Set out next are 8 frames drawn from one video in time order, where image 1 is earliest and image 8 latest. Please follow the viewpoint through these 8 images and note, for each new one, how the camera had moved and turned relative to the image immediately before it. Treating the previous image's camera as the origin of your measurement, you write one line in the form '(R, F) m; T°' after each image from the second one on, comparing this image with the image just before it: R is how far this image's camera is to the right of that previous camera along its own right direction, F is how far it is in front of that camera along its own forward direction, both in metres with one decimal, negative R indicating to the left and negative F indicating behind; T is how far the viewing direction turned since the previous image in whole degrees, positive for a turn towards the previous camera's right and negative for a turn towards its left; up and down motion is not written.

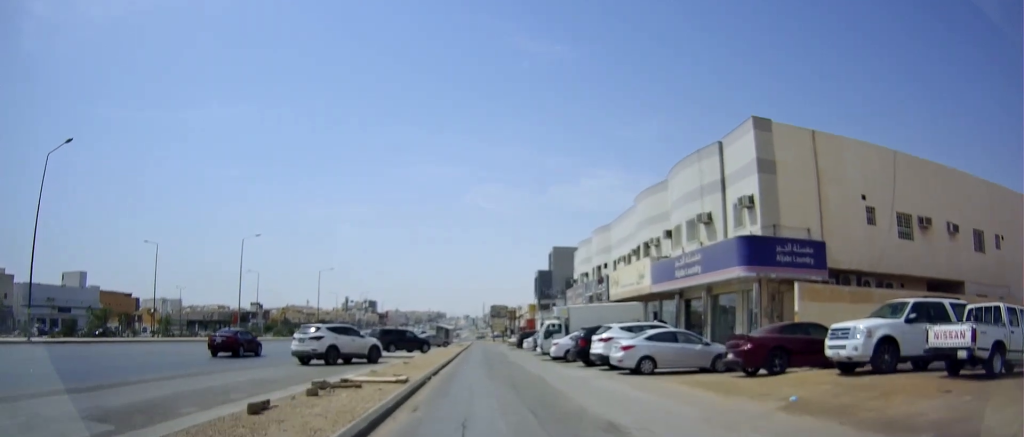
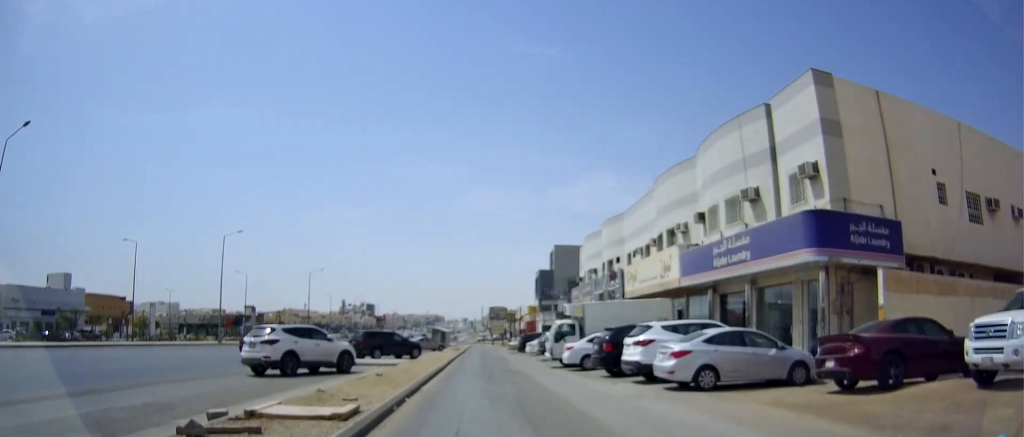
(0.0, +5.1) m; -2°
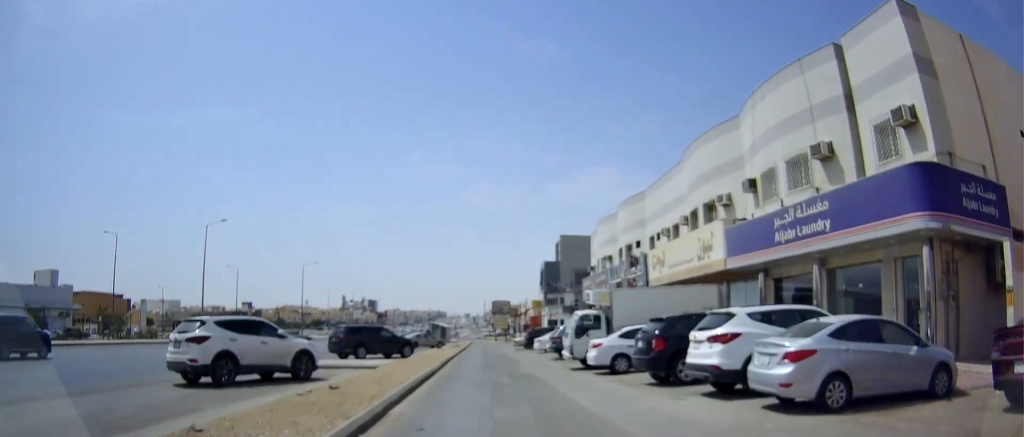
(0.0, +5.2) m; -1°
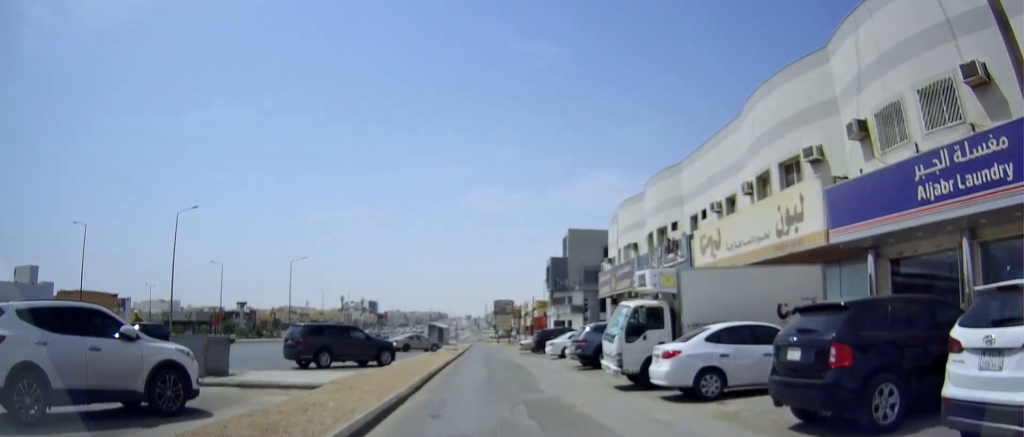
(-0.3, +7.3) m; +5°
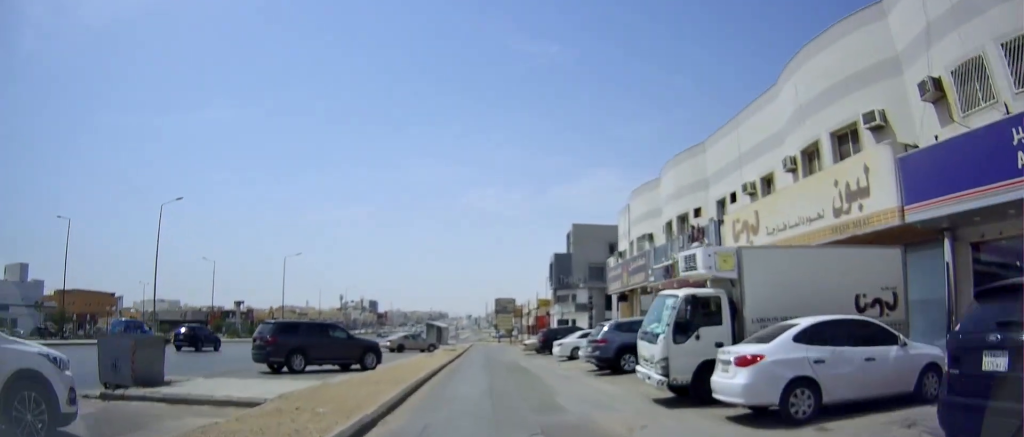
(+0.5, +3.5) m; +2°
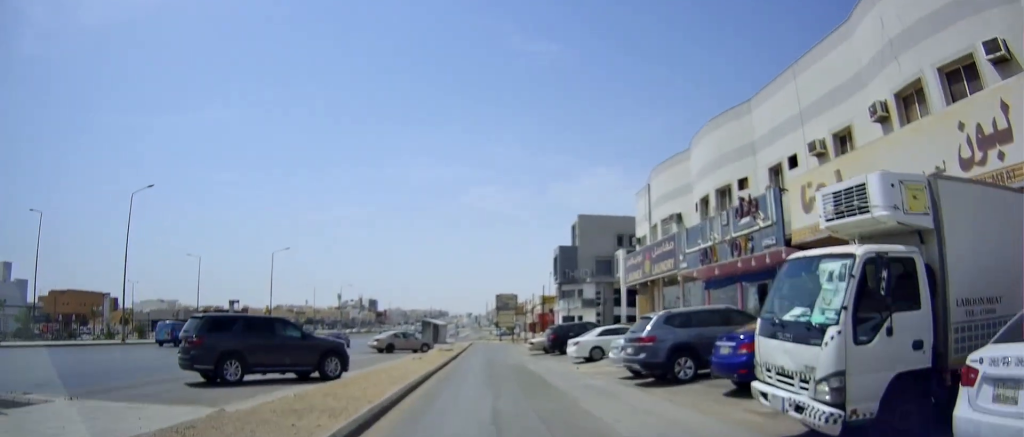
(+0.3, +5.5) m; -1°
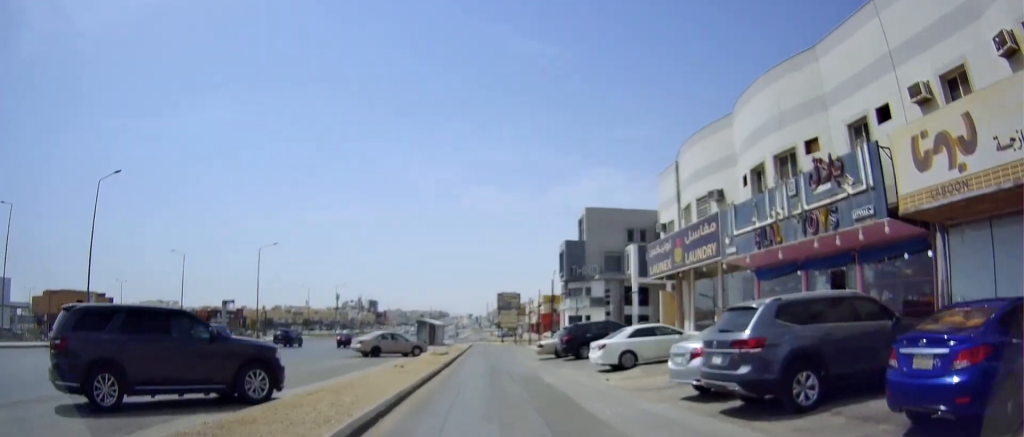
(-0.3, +5.6) m; -6°
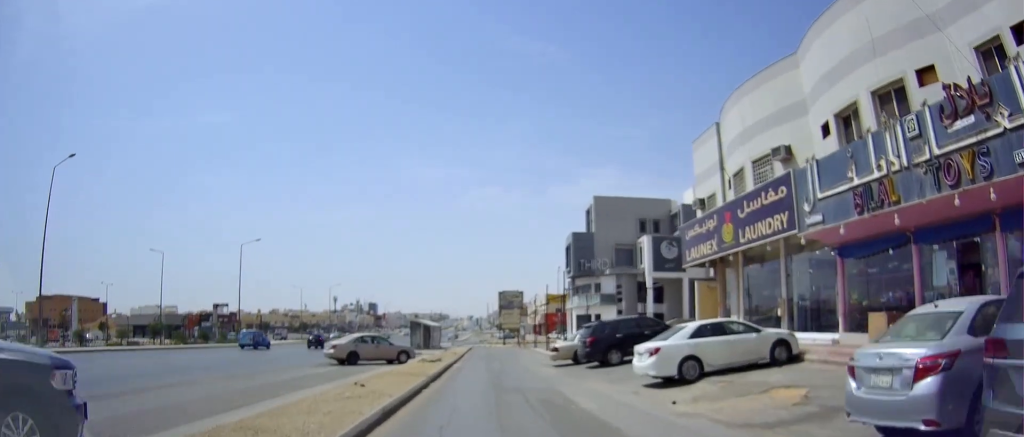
(-0.4, +6.3) m; +1°
